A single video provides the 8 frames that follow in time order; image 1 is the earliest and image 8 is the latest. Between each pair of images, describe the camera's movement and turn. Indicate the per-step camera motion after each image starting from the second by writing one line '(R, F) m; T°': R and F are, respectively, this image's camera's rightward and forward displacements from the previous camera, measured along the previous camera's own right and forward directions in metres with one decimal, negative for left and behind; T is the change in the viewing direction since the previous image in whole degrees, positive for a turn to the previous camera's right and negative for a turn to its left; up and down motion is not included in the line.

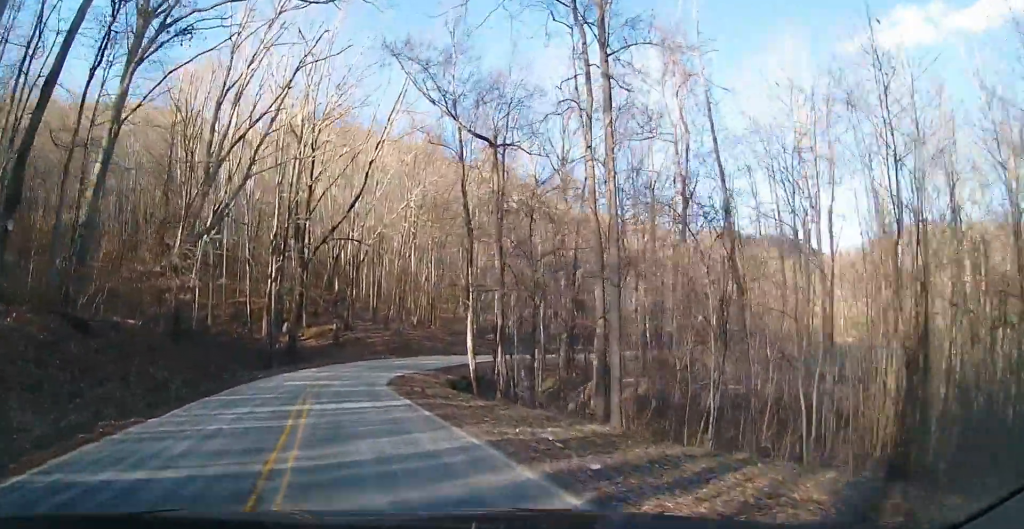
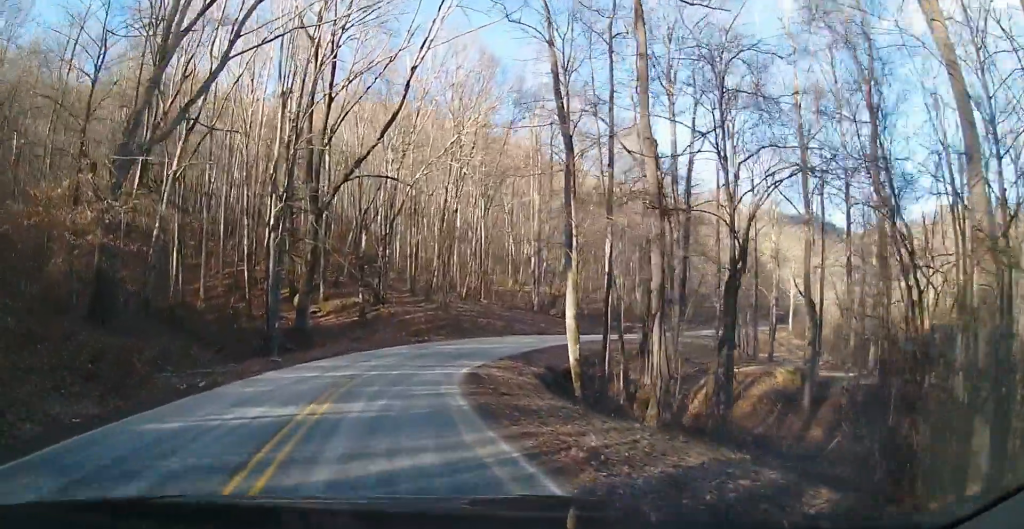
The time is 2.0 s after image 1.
(+0.1, +14.4) m; +6°
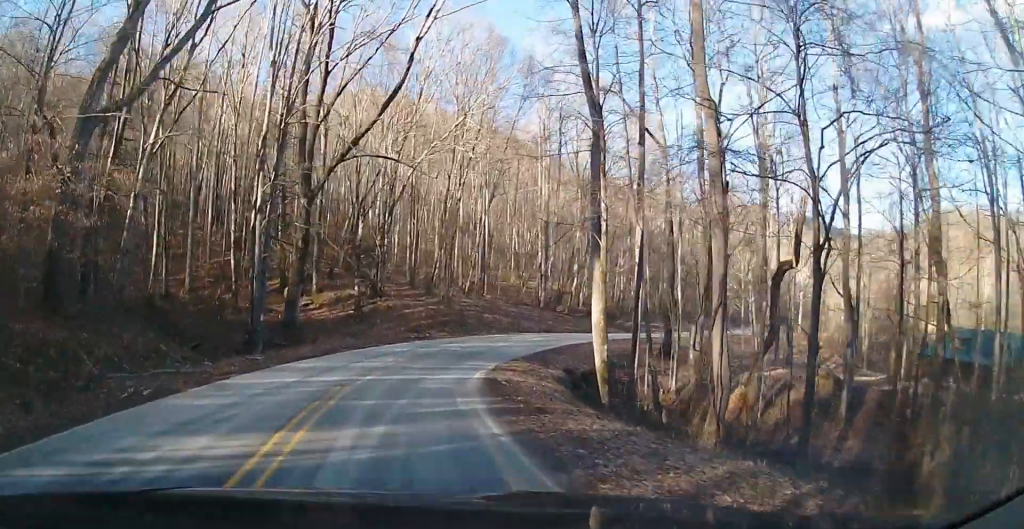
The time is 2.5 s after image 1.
(0.0, +3.7) m; +3°
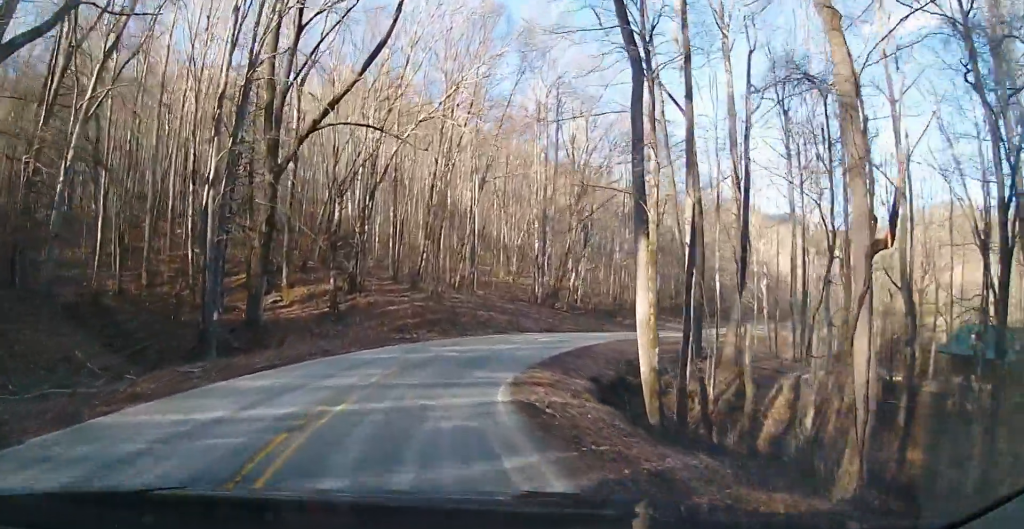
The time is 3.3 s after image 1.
(+0.3, +5.9) m; +3°
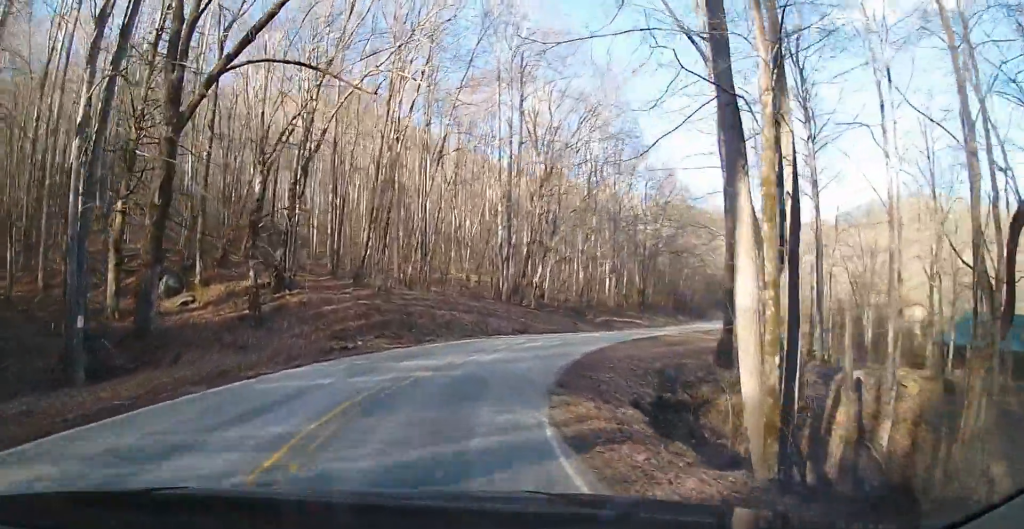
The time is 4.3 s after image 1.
(+0.1, +7.8) m; +5°
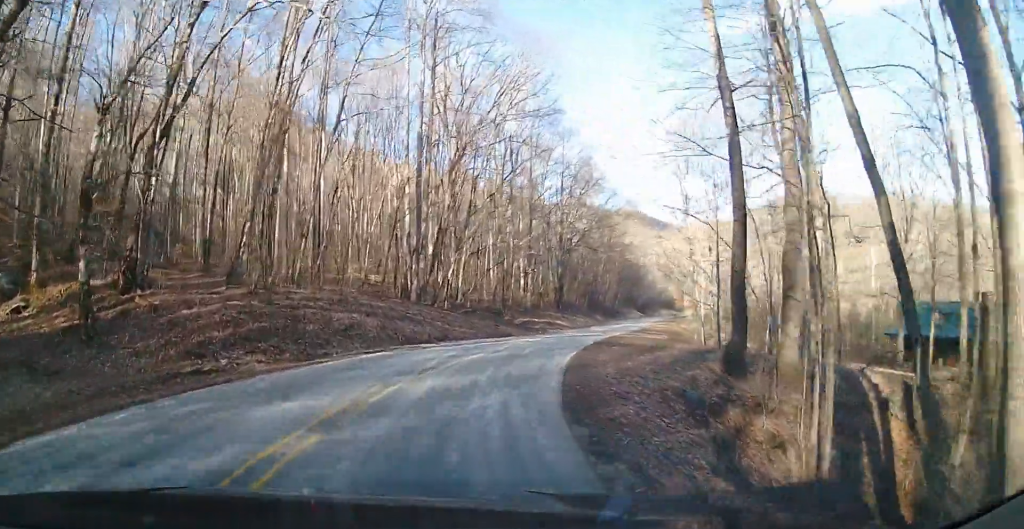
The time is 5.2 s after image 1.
(+0.5, +7.5) m; +7°
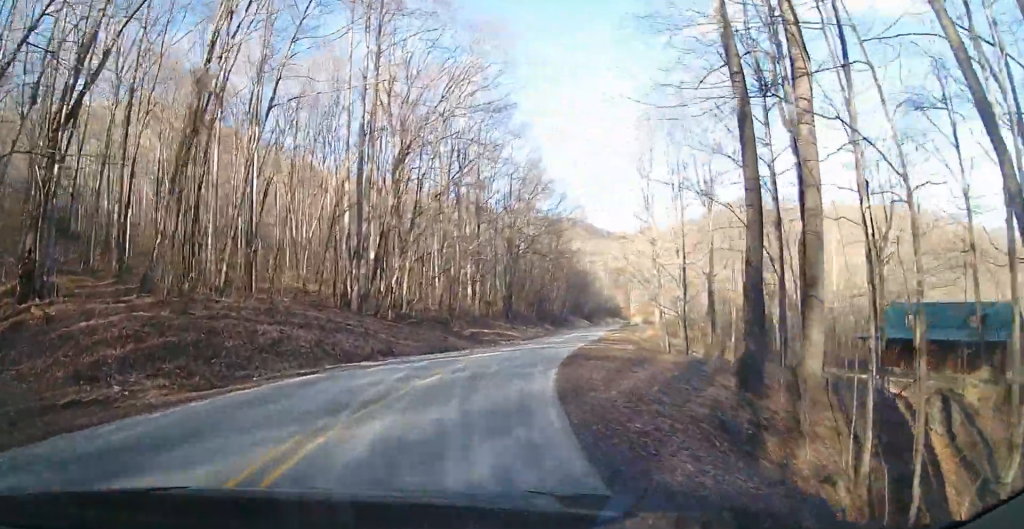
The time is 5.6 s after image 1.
(+0.1, +3.6) m; +4°
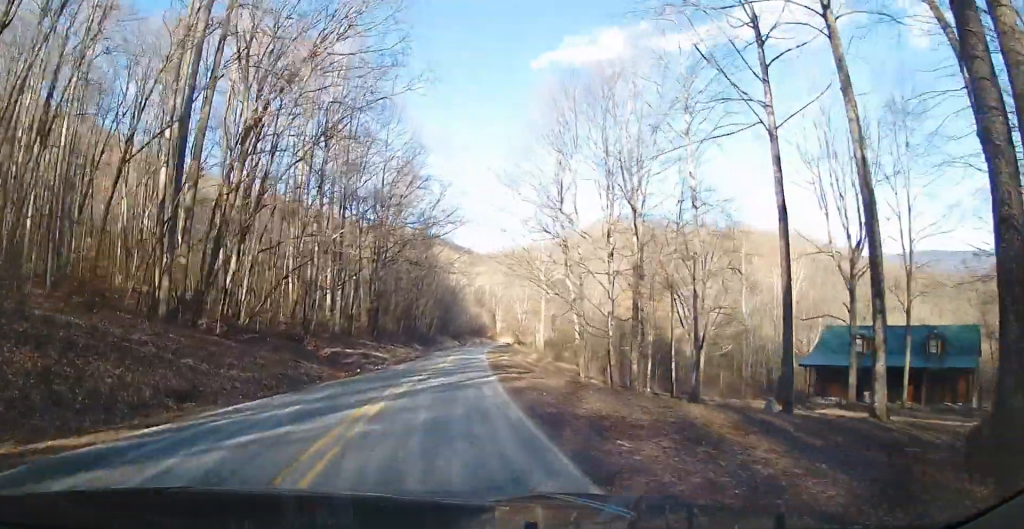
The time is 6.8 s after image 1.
(+0.7, +12.4) m; +7°
